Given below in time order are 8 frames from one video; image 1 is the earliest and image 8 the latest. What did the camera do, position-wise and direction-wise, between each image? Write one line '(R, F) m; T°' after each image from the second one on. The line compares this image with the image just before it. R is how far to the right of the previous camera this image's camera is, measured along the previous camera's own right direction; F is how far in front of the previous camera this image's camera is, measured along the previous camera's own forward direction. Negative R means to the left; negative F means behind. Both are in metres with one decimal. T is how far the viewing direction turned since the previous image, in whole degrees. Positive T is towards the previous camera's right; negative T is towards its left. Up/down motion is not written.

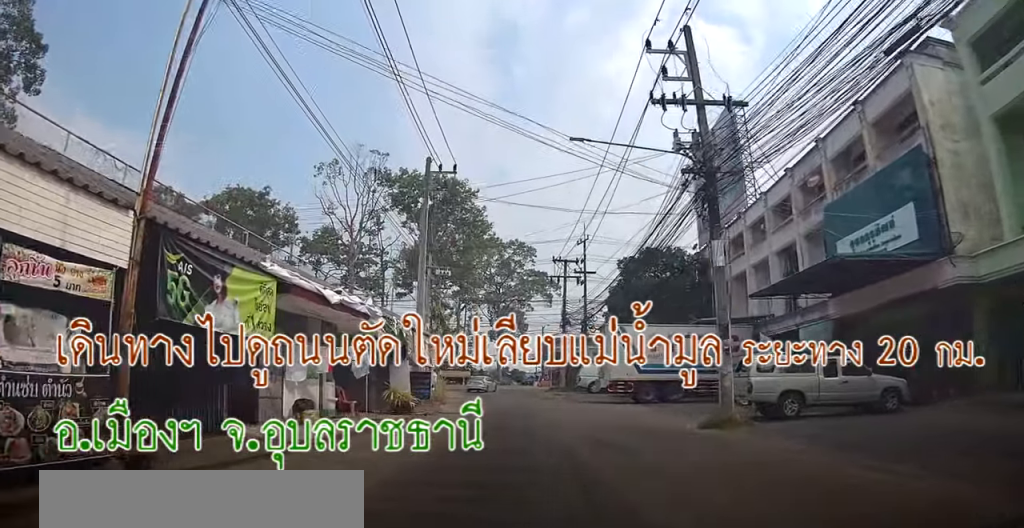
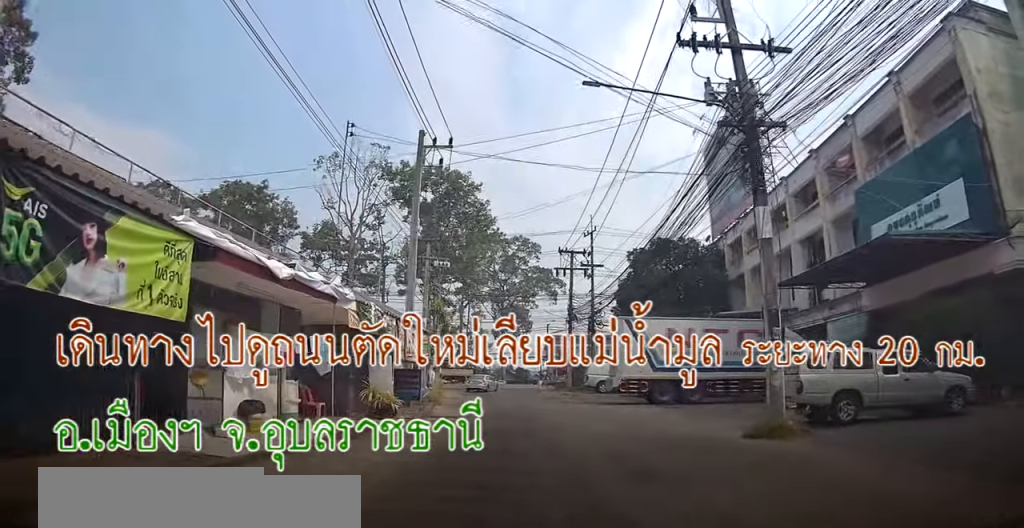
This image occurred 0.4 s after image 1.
(-0.3, +2.6) m; 0°
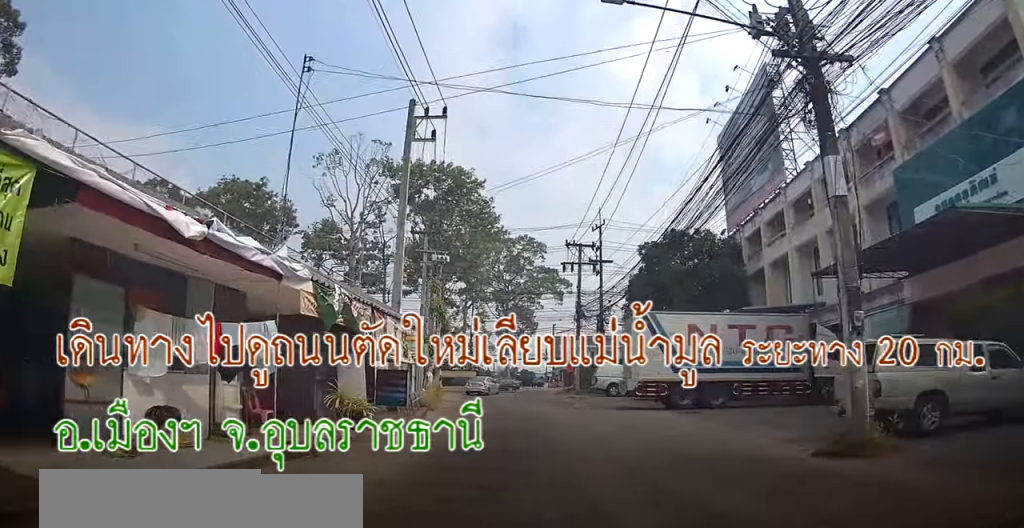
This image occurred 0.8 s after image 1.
(+0.4, +2.8) m; +3°
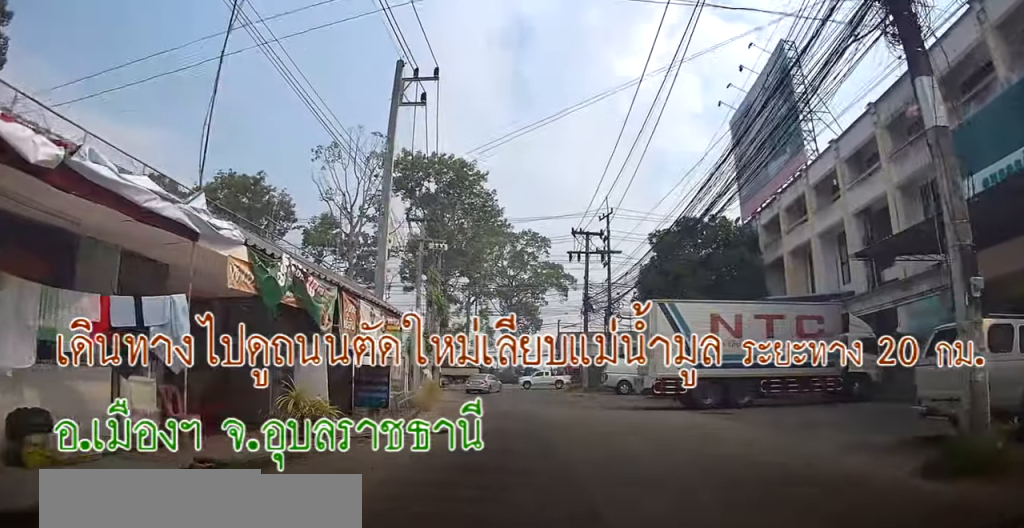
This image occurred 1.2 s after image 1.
(+0.2, +2.6) m; +3°
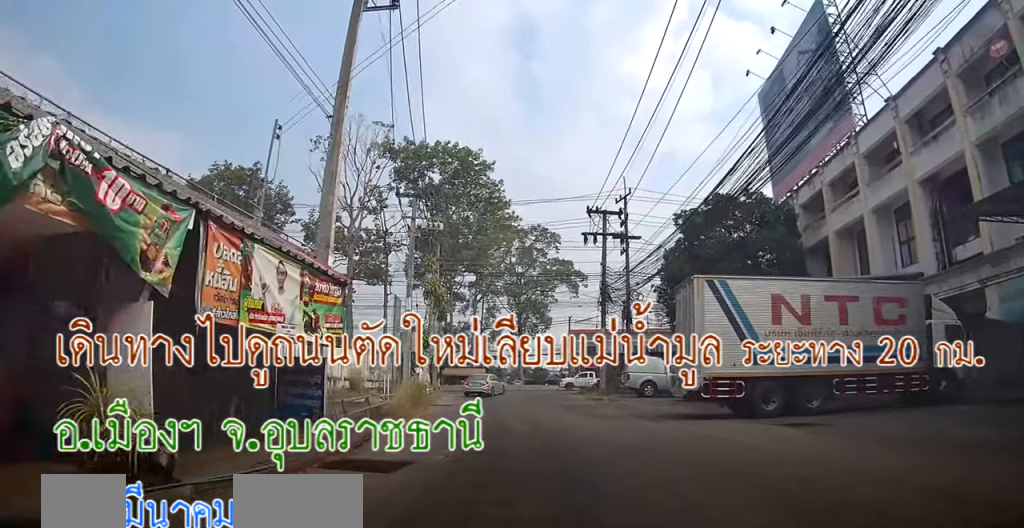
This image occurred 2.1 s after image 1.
(+0.1, +5.2) m; +1°
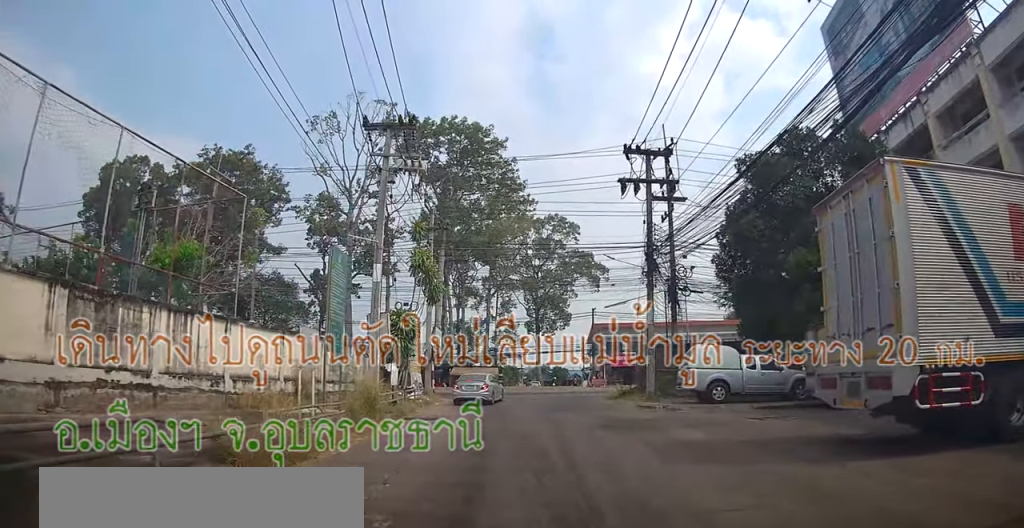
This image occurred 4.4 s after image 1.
(-1.7, +10.9) m; -24°
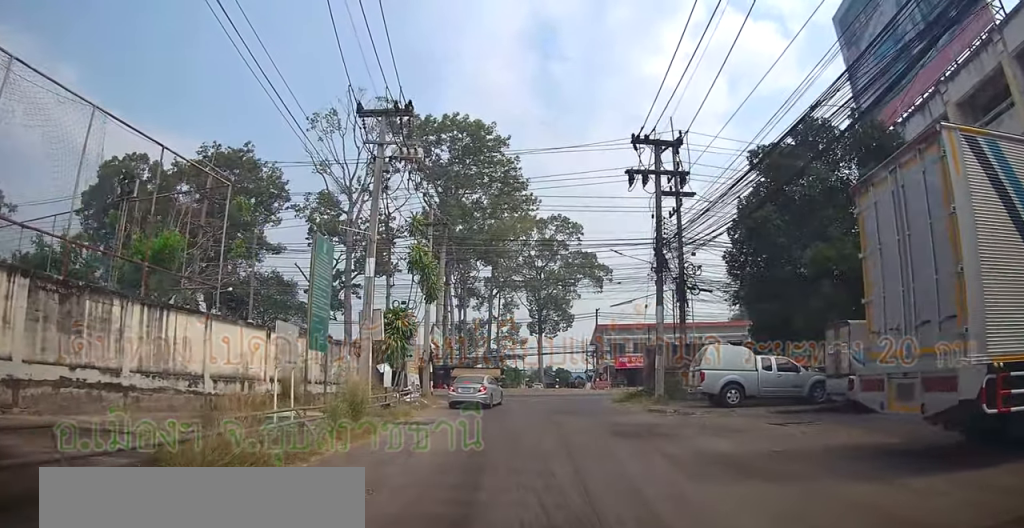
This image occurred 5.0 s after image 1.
(-0.1, +2.2) m; +6°
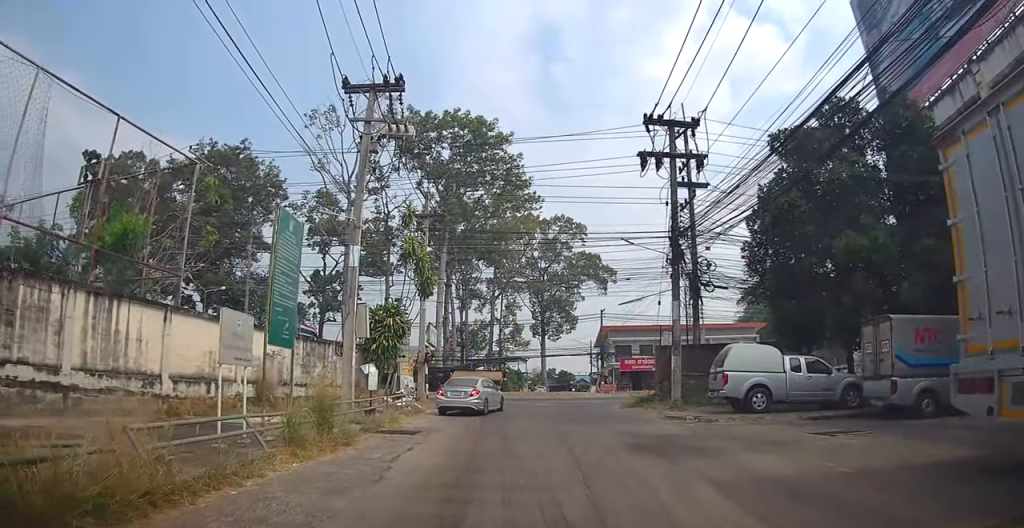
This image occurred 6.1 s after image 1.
(+0.6, +4.1) m; +5°
